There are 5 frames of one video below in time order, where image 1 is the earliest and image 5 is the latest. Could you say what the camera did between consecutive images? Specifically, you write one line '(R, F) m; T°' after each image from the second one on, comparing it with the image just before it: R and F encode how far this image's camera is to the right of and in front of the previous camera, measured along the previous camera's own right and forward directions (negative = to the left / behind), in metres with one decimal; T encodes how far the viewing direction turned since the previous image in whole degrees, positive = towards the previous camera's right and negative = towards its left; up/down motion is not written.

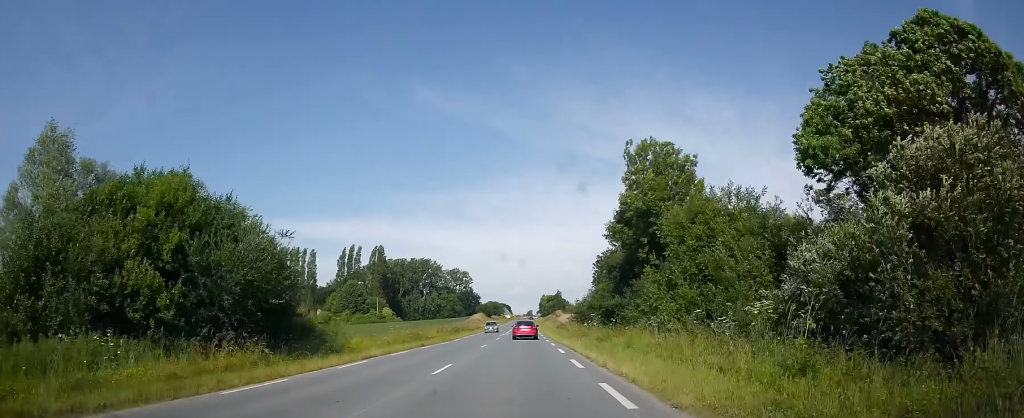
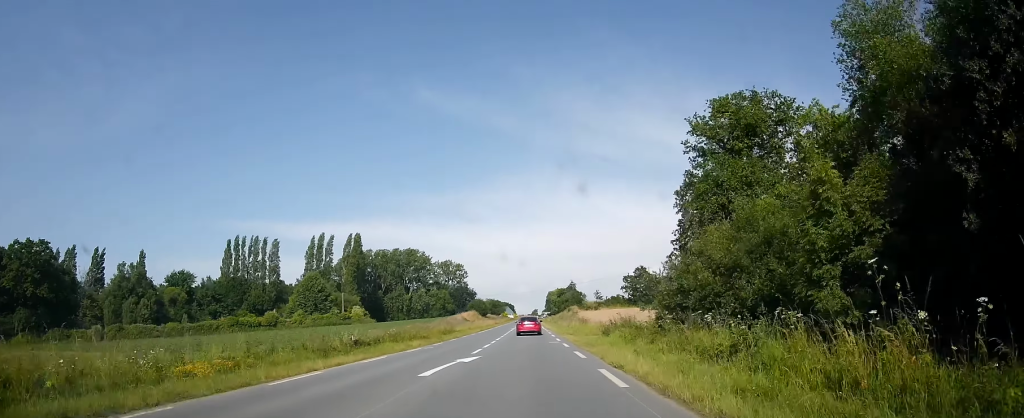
(+0.1, +37.9) m; 0°
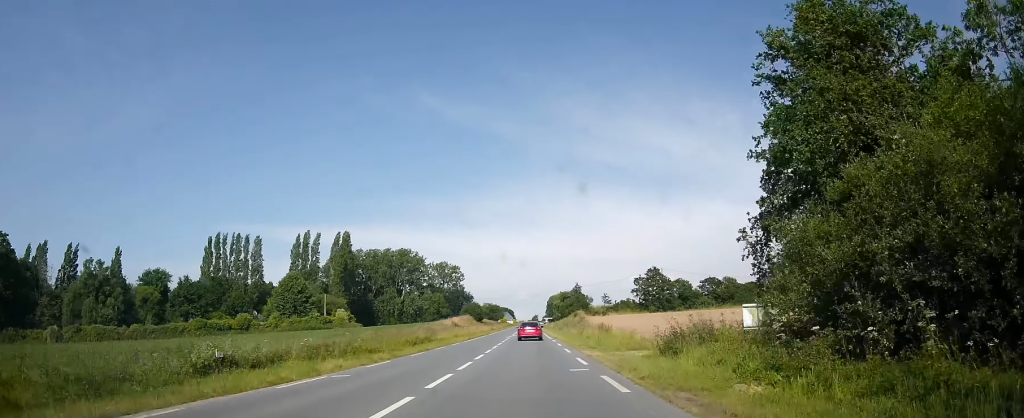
(-0.2, +13.0) m; -1°
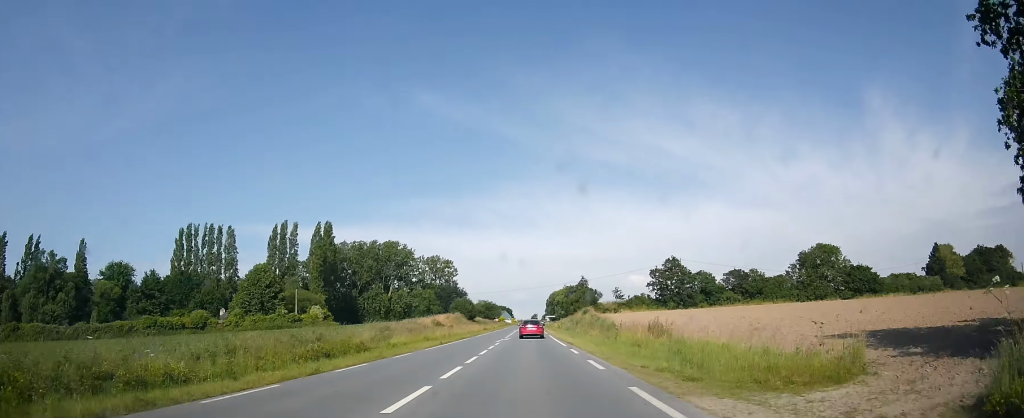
(-0.6, +16.3) m; -3°
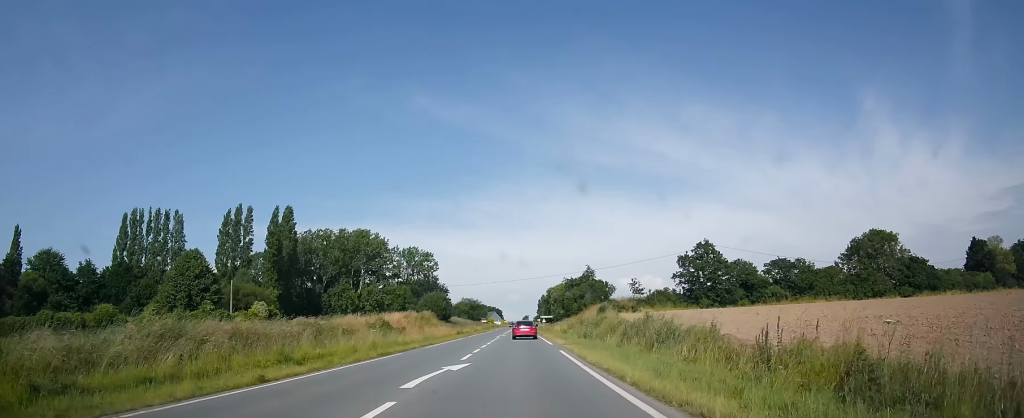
(-0.2, +23.6) m; +3°
